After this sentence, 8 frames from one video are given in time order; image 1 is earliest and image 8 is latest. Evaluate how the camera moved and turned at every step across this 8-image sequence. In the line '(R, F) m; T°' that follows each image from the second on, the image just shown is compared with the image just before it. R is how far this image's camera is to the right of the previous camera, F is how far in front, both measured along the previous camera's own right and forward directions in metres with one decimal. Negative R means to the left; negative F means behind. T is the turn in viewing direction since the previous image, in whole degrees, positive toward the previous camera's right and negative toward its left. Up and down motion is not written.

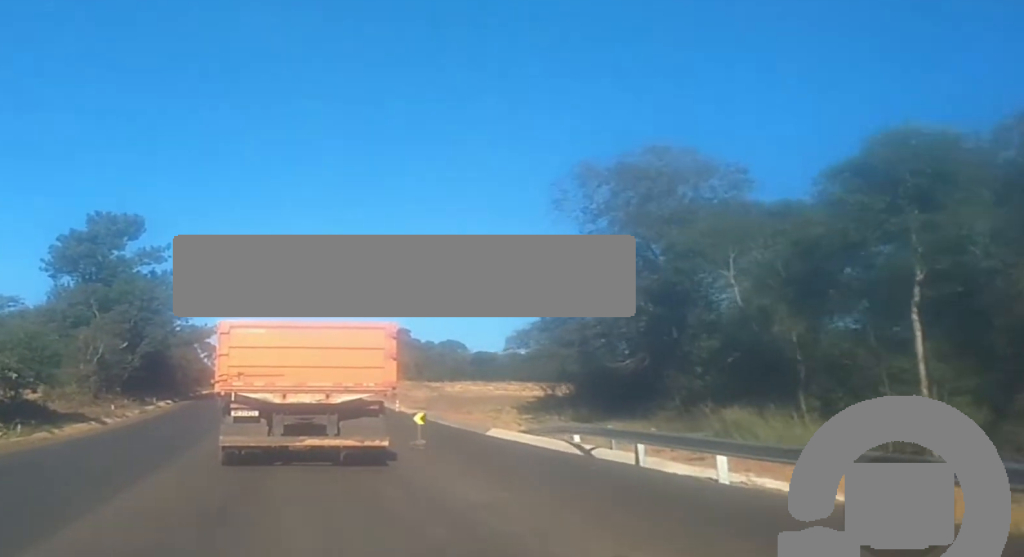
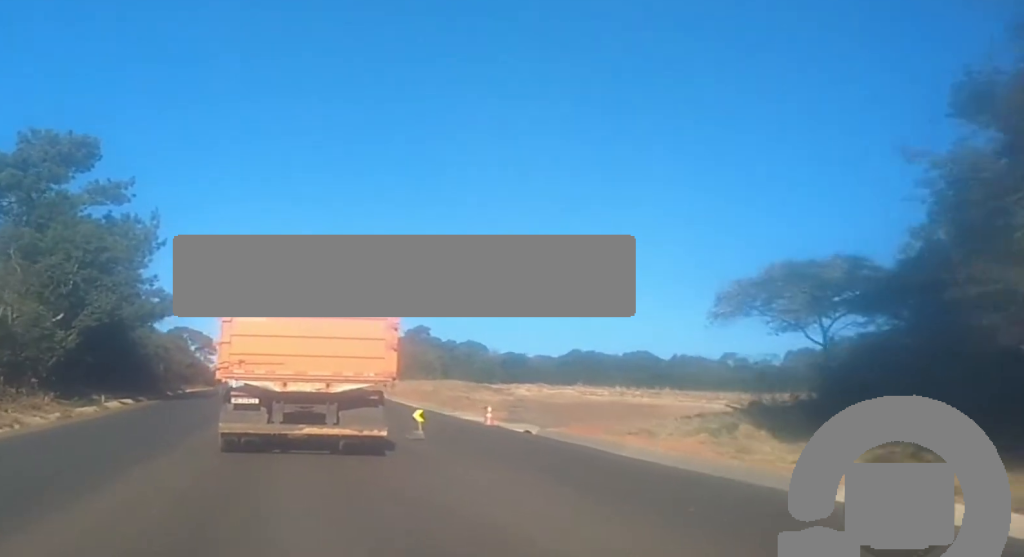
(-0.5, +23.3) m; 0°
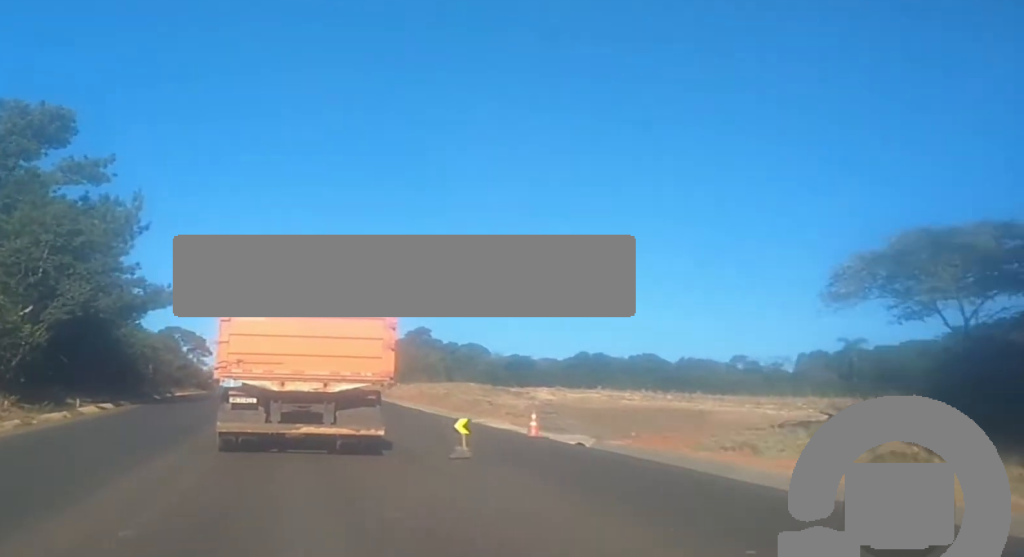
(0.0, +5.7) m; 0°
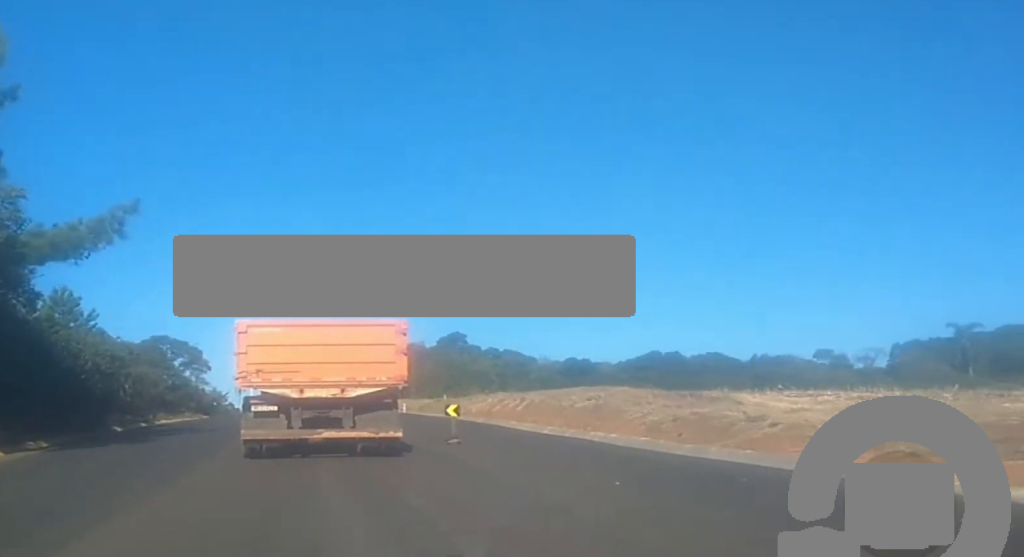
(+0.1, +23.7) m; +1°
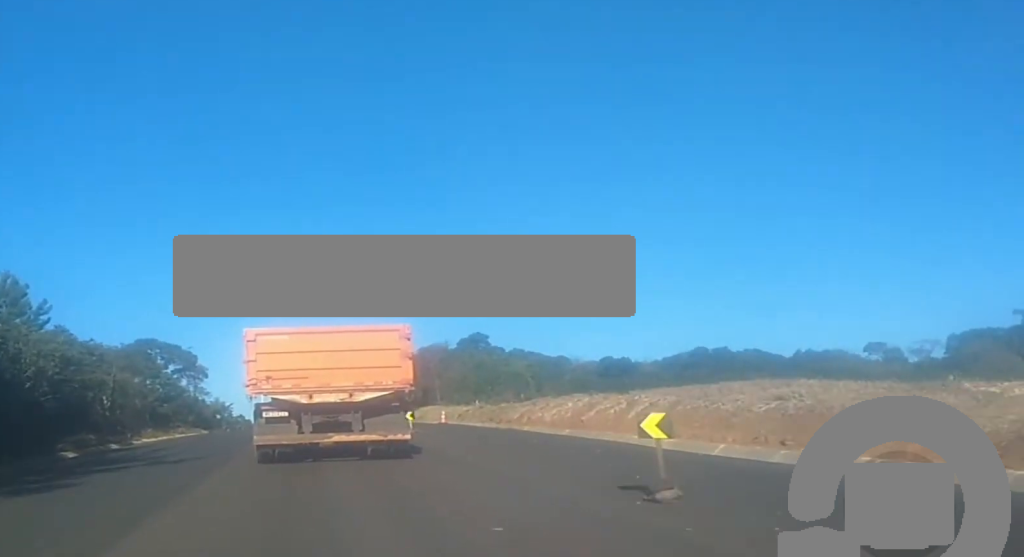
(+0.3, +12.3) m; 0°
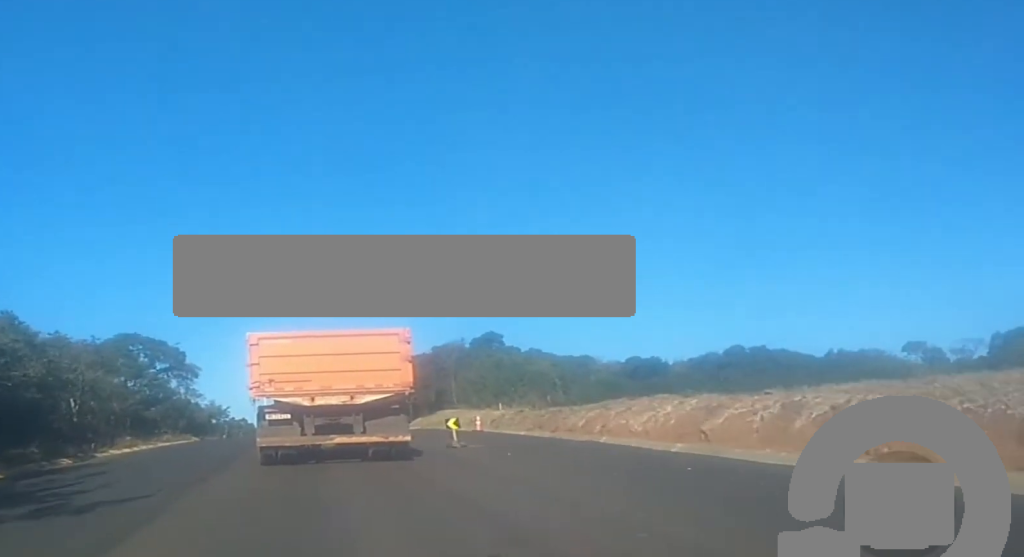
(-0.2, +8.8) m; -1°
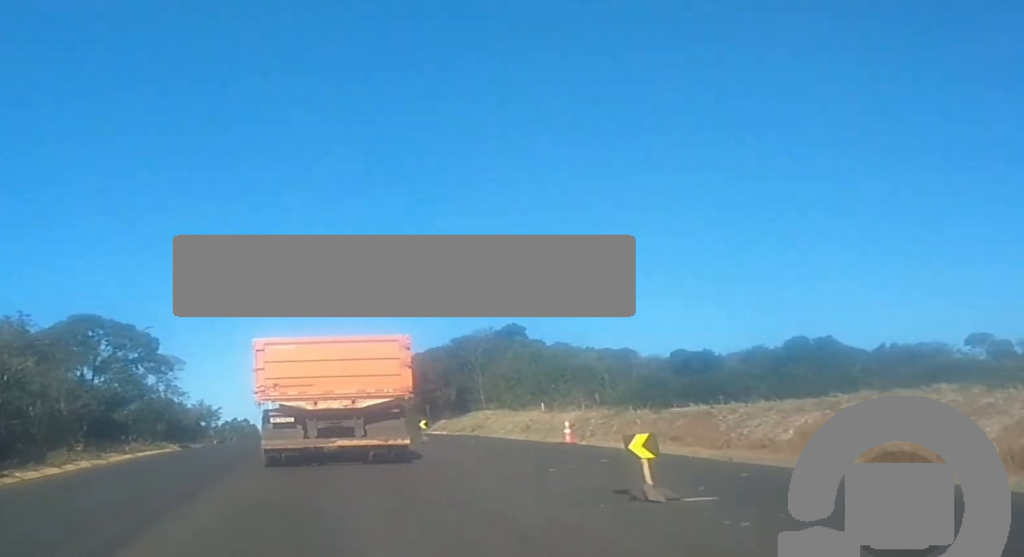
(0.0, +14.2) m; 0°
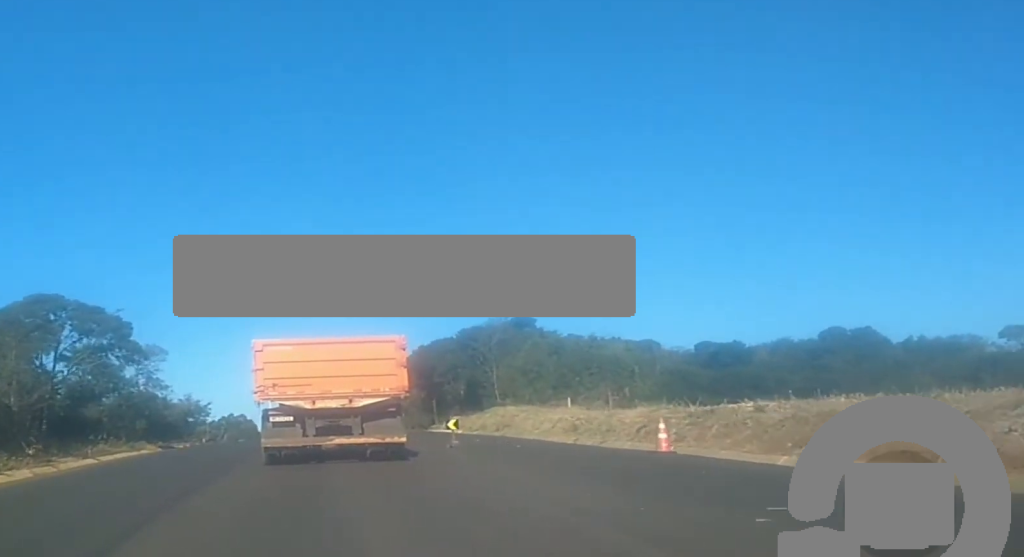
(0.0, +7.1) m; 0°
